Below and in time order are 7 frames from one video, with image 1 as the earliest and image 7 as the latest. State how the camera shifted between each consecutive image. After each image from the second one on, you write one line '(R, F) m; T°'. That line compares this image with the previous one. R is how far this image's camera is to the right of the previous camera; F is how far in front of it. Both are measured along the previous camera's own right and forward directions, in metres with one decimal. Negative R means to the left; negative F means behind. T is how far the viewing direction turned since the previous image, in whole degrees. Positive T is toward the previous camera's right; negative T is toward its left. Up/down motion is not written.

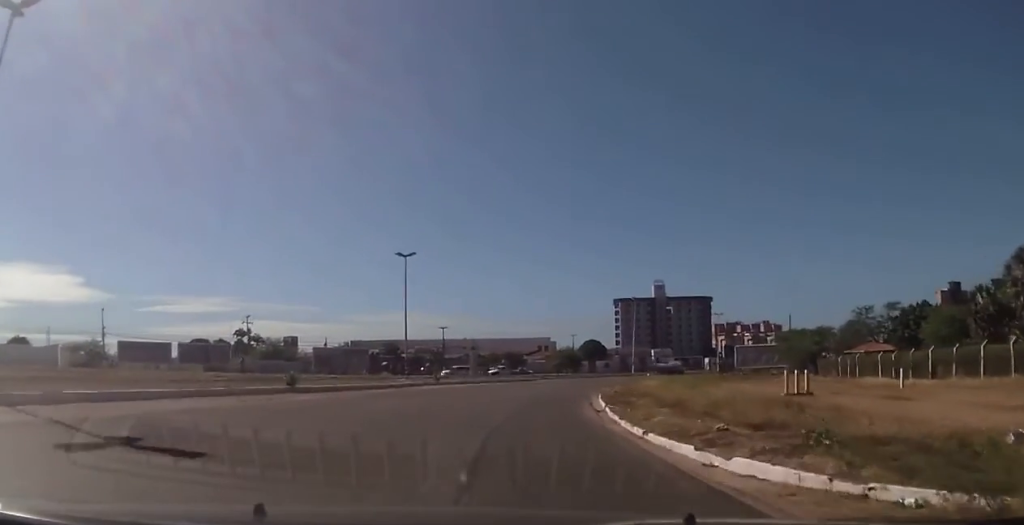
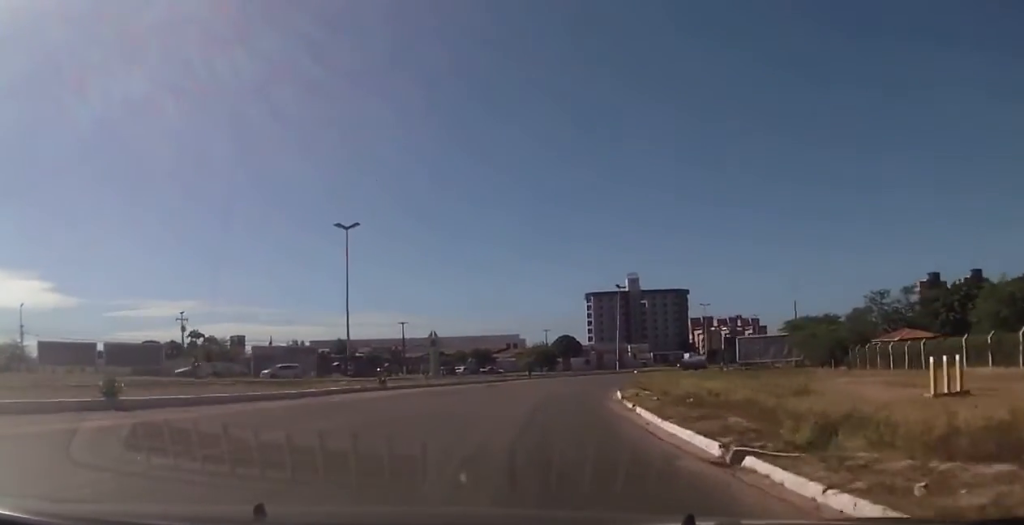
(0.0, +14.0) m; +3°
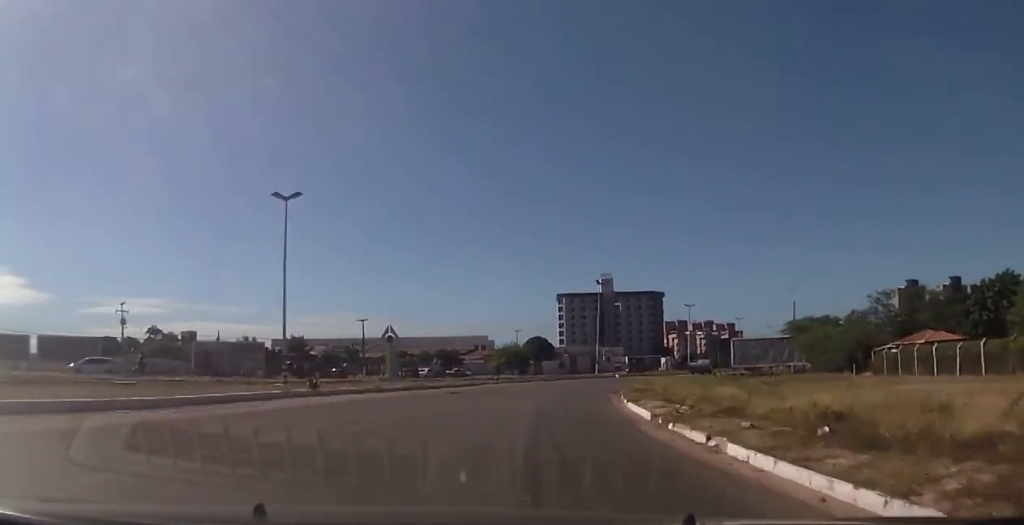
(+0.4, +9.7) m; +1°
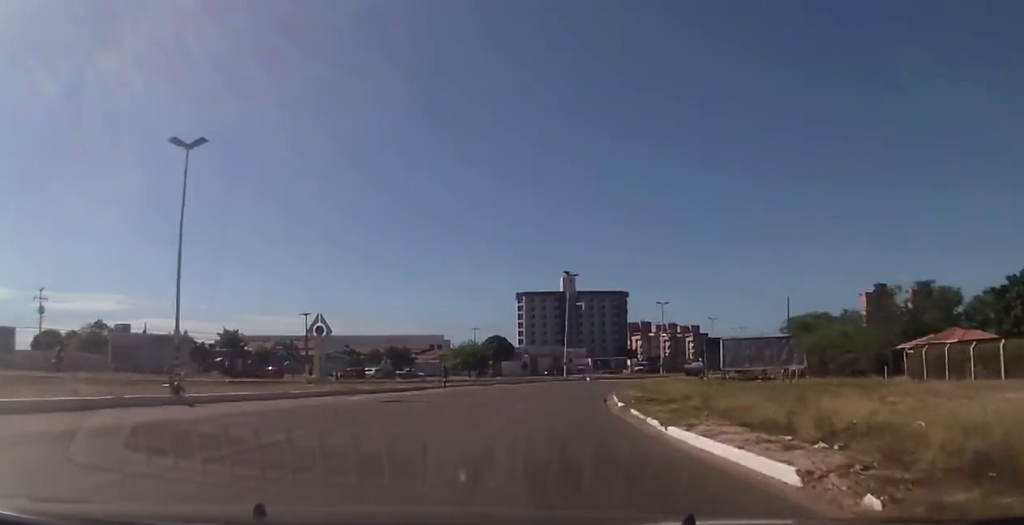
(-0.1, +11.0) m; +3°
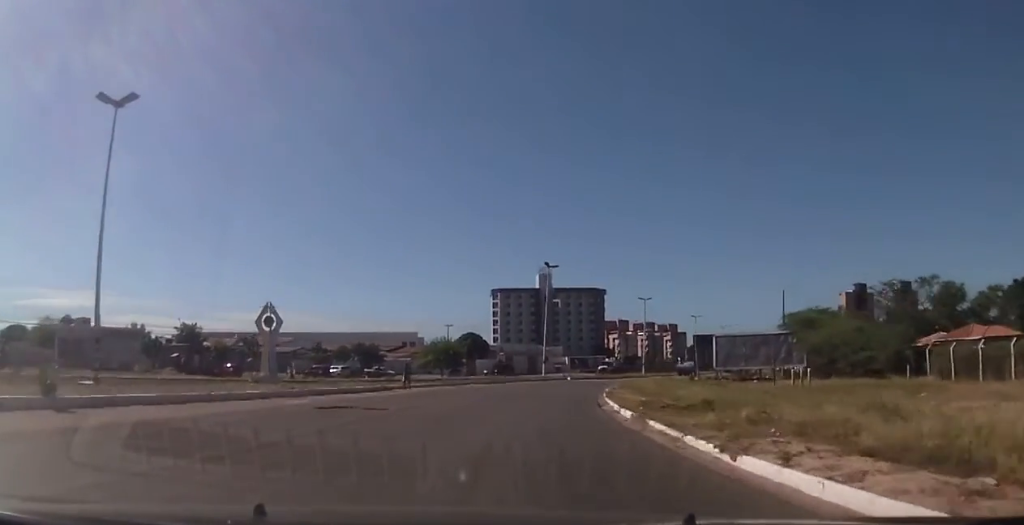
(+0.3, +6.1) m; +3°
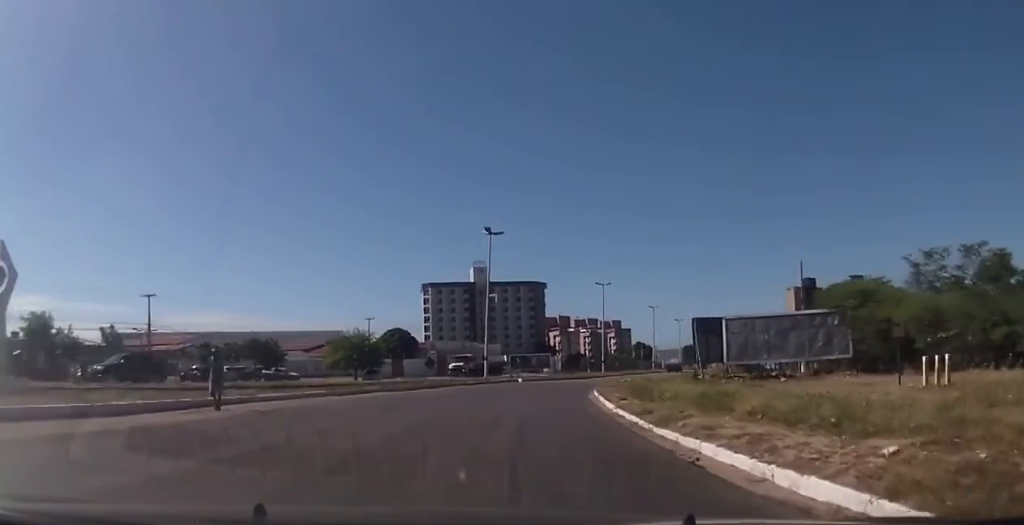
(+1.4, +21.5) m; +6°
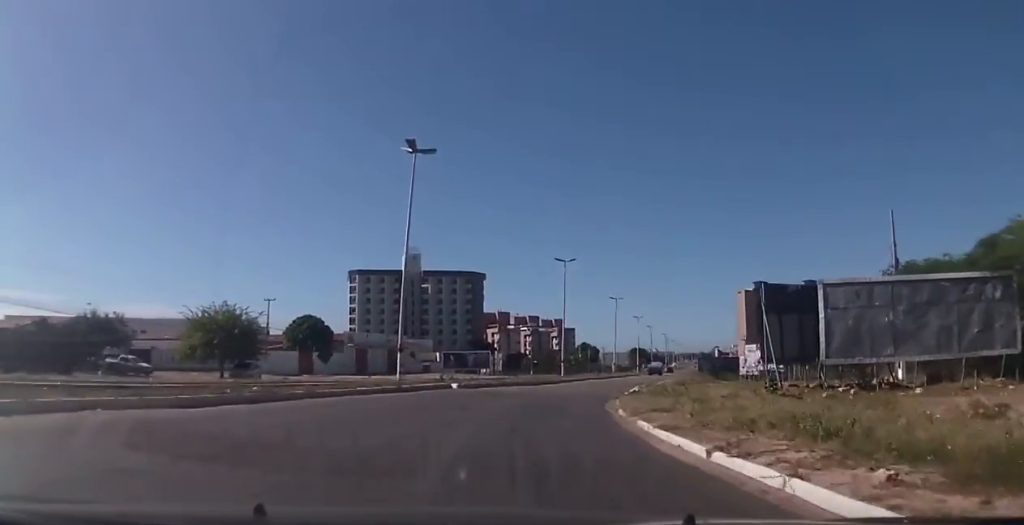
(+1.4, +25.6) m; +8°
